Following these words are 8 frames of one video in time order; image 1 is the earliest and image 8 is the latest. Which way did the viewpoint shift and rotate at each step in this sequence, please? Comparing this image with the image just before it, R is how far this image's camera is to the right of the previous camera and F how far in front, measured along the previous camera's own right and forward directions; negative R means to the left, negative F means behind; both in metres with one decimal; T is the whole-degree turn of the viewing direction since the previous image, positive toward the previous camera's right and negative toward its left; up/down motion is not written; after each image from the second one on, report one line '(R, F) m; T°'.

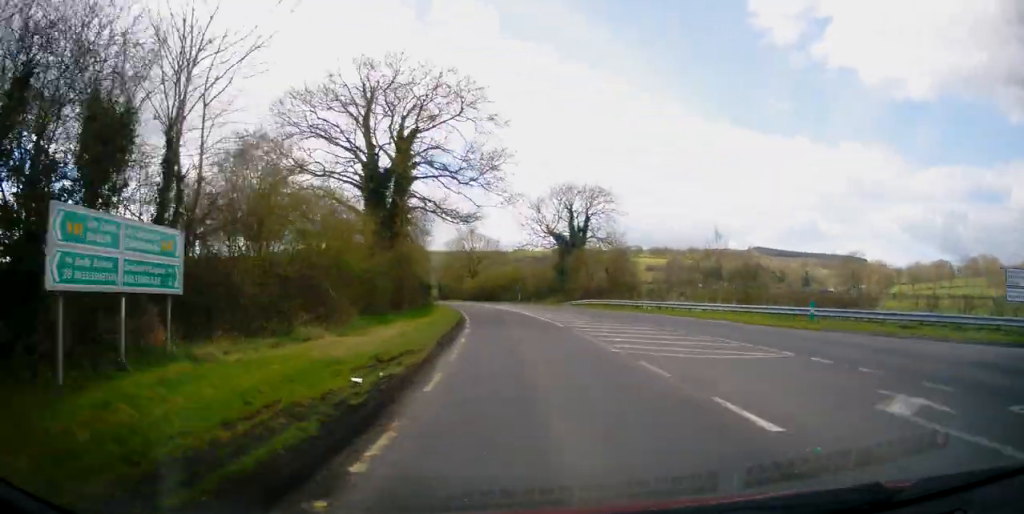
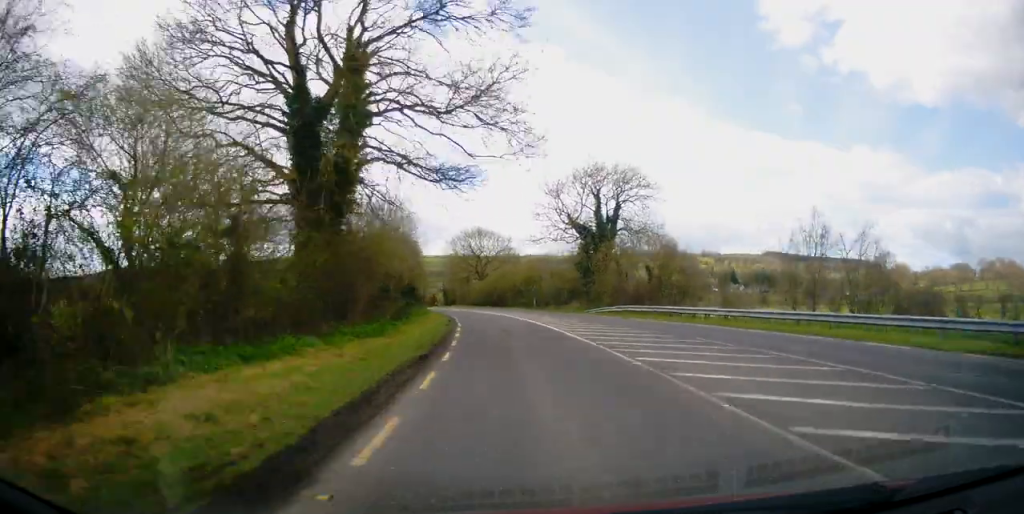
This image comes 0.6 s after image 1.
(-0.1, +11.9) m; -2°
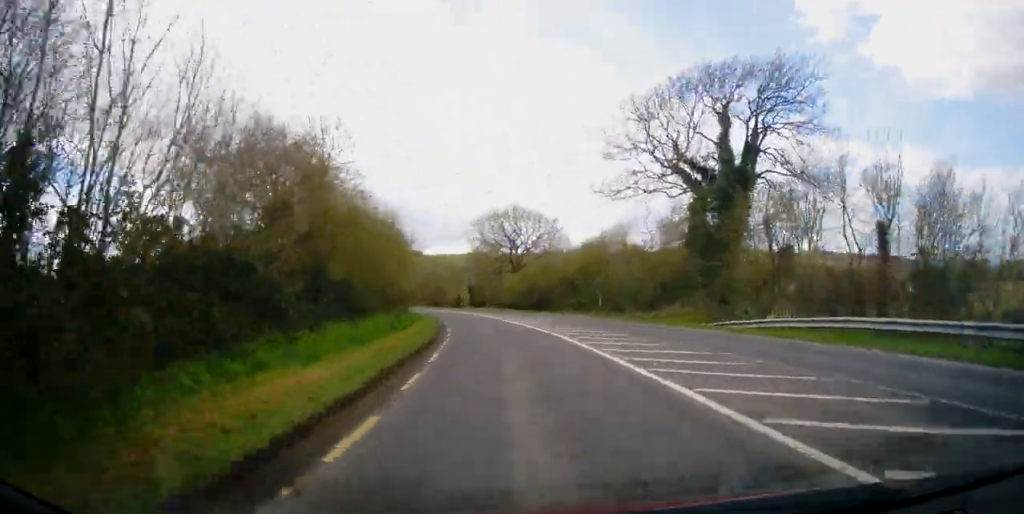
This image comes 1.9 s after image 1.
(-0.9, +24.4) m; -13°
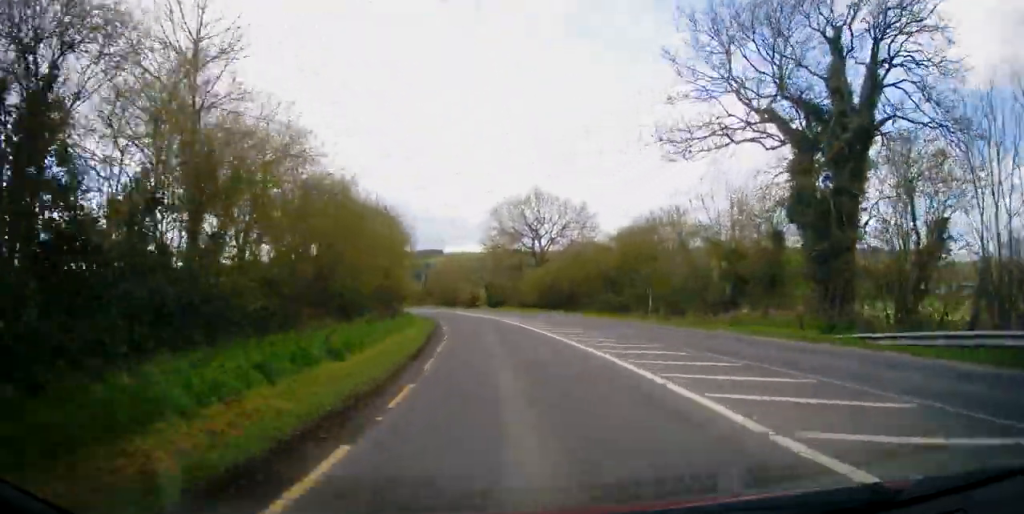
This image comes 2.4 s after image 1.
(-0.2, +9.5) m; -4°
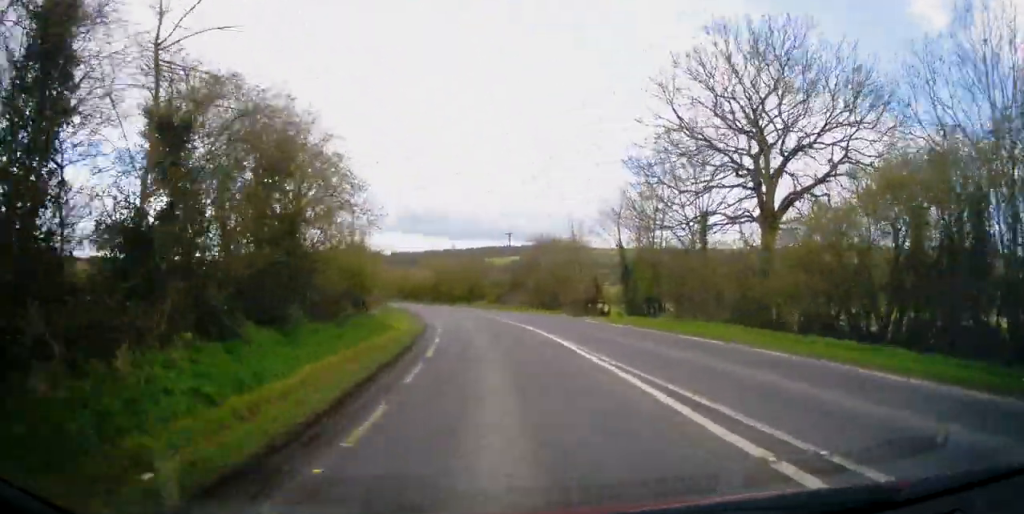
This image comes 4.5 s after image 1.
(+5.8, +33.8) m; +14°
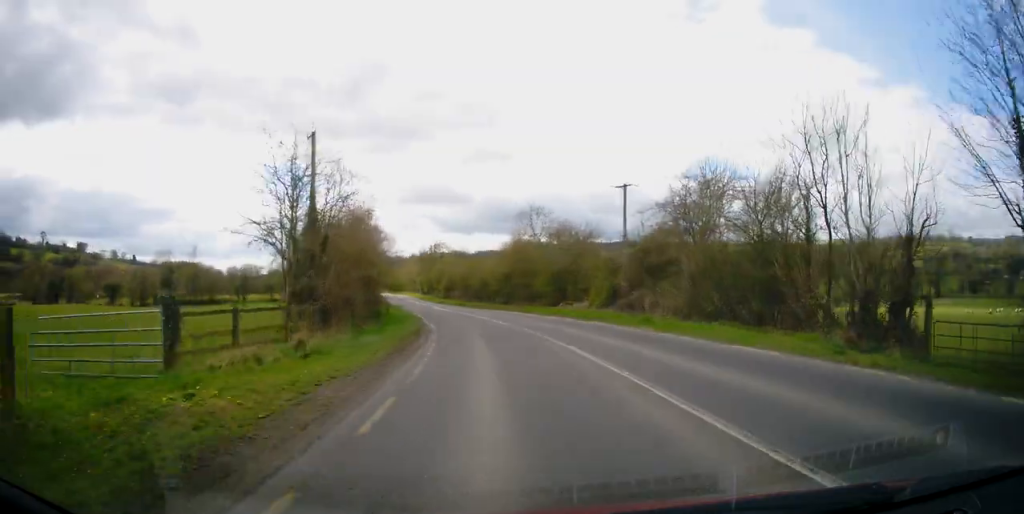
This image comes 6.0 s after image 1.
(-6.9, +26.0) m; -19°
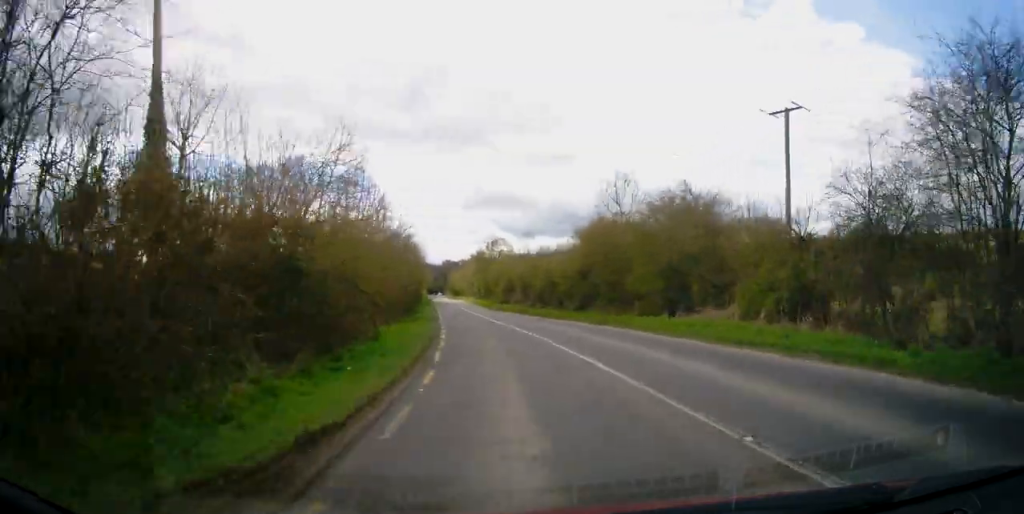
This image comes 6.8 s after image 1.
(-0.7, +15.7) m; -6°
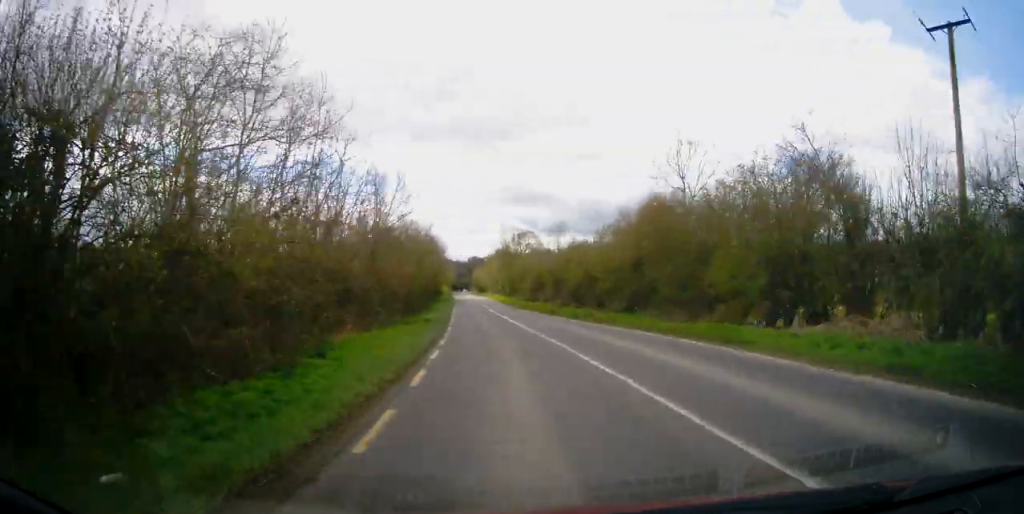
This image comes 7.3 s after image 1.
(0.0, +8.5) m; -3°
